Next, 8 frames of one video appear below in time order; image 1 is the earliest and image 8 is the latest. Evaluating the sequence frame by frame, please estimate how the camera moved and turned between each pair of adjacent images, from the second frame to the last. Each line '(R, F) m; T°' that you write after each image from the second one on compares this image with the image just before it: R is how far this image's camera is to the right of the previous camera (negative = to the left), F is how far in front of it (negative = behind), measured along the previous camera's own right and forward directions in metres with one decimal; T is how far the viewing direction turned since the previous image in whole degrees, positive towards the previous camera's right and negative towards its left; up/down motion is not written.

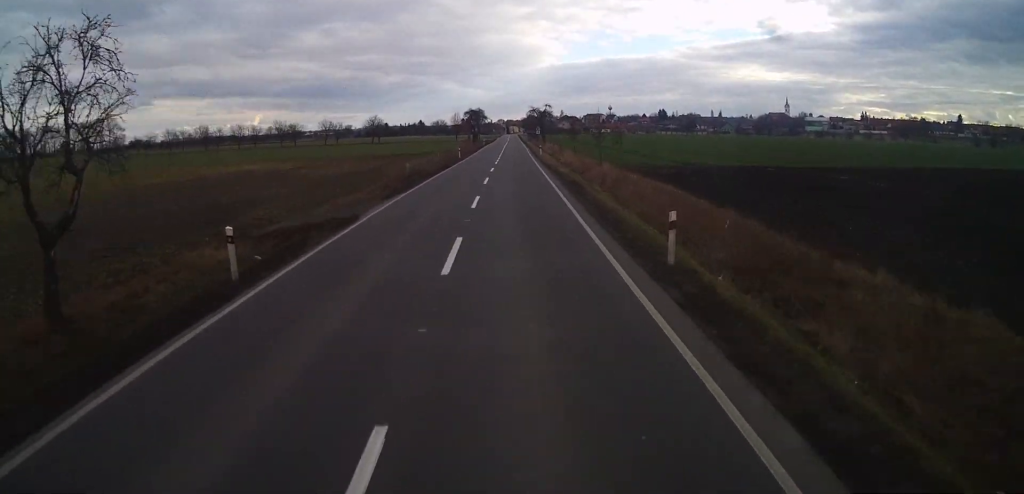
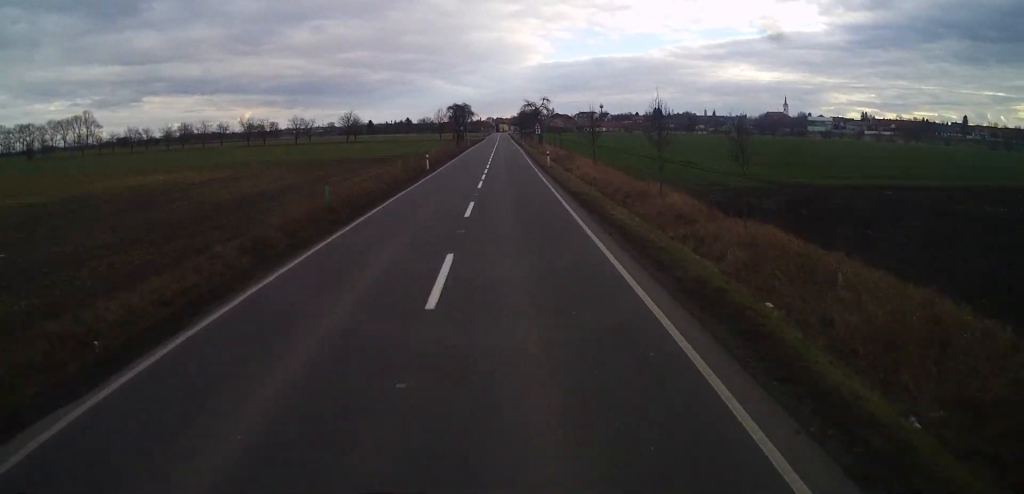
(-0.4, +19.6) m; 0°
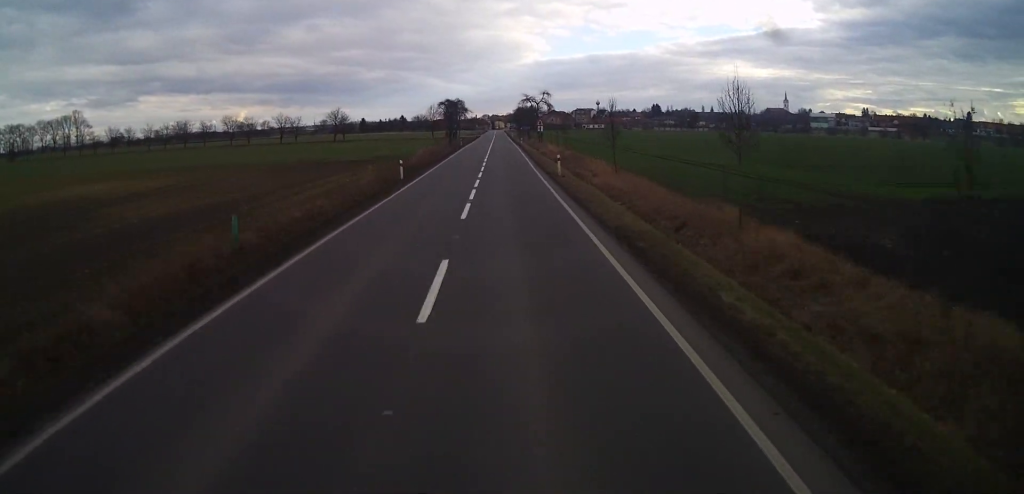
(0.0, +9.5) m; +1°
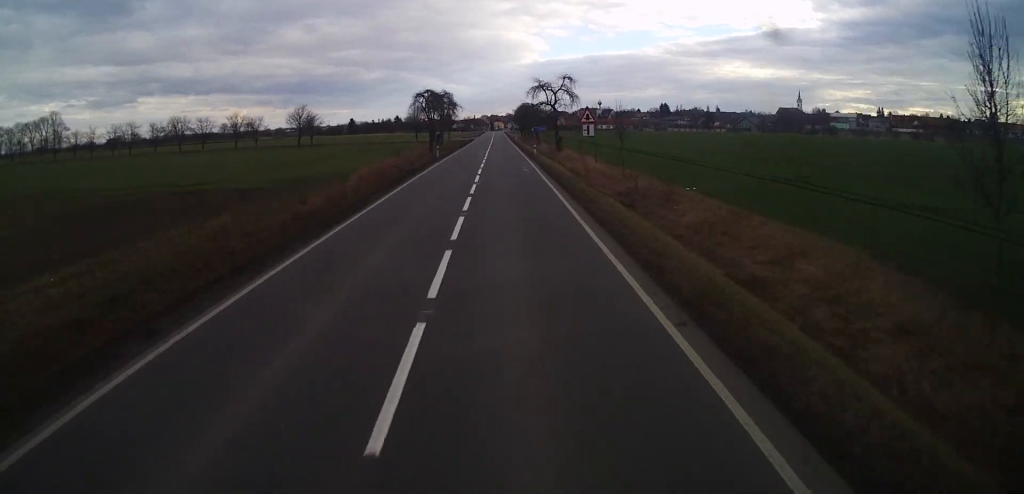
(+0.7, +30.0) m; +1°
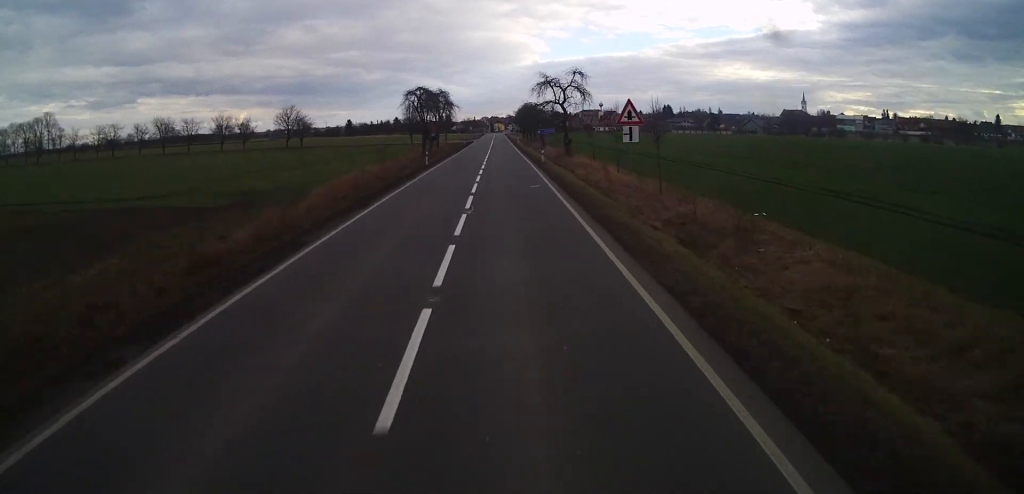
(0.0, +8.2) m; 0°
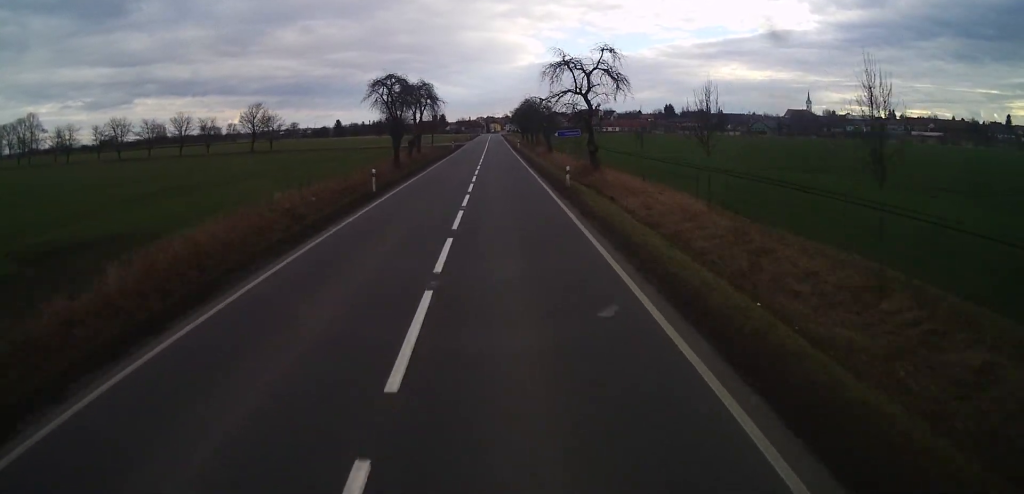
(-0.1, +17.1) m; 0°
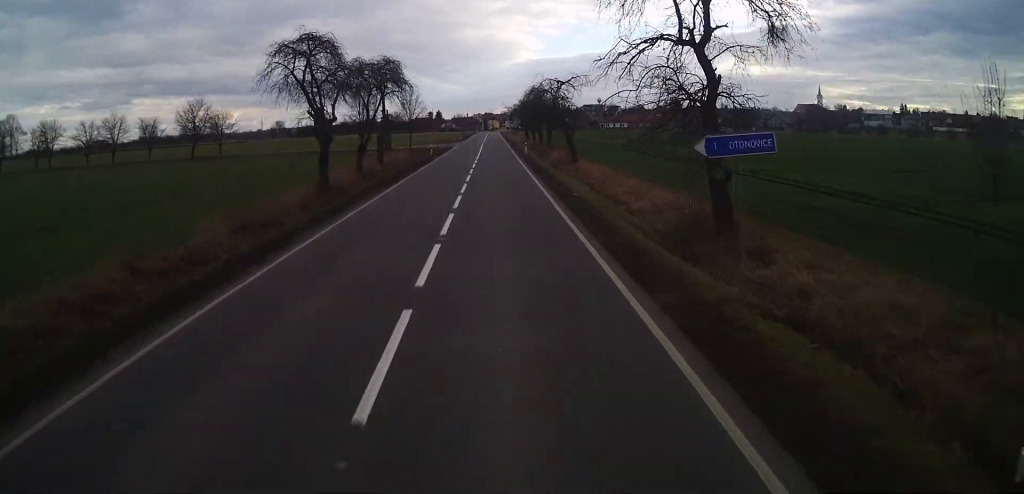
(+0.1, +23.5) m; 0°
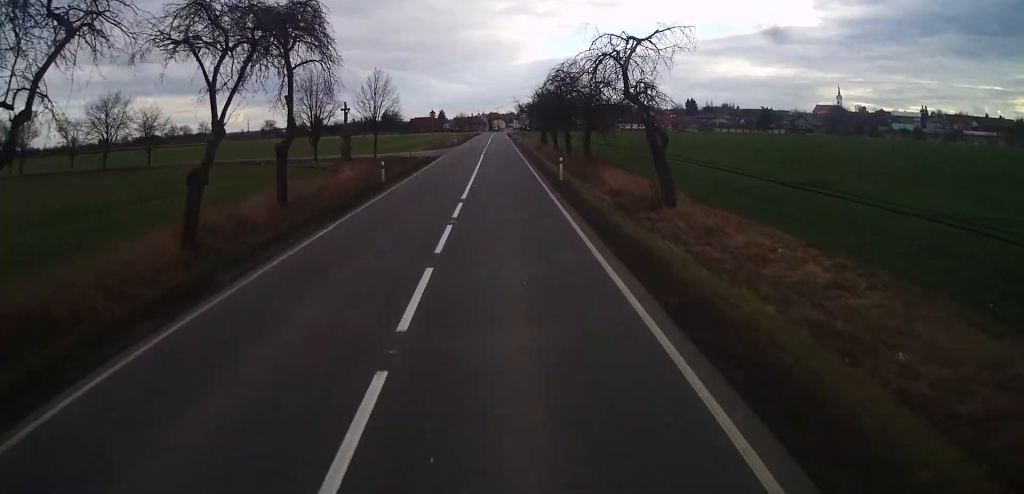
(0.0, +24.6) m; 0°
